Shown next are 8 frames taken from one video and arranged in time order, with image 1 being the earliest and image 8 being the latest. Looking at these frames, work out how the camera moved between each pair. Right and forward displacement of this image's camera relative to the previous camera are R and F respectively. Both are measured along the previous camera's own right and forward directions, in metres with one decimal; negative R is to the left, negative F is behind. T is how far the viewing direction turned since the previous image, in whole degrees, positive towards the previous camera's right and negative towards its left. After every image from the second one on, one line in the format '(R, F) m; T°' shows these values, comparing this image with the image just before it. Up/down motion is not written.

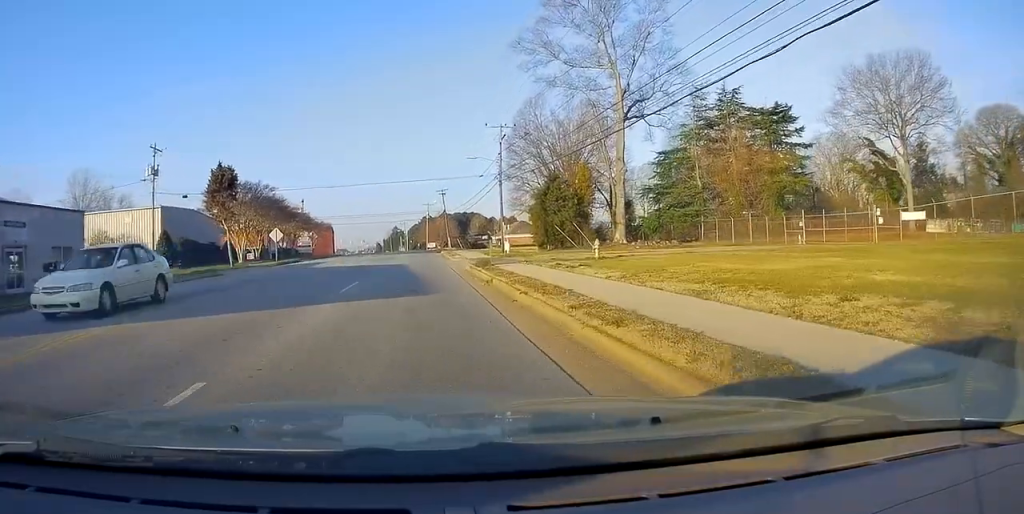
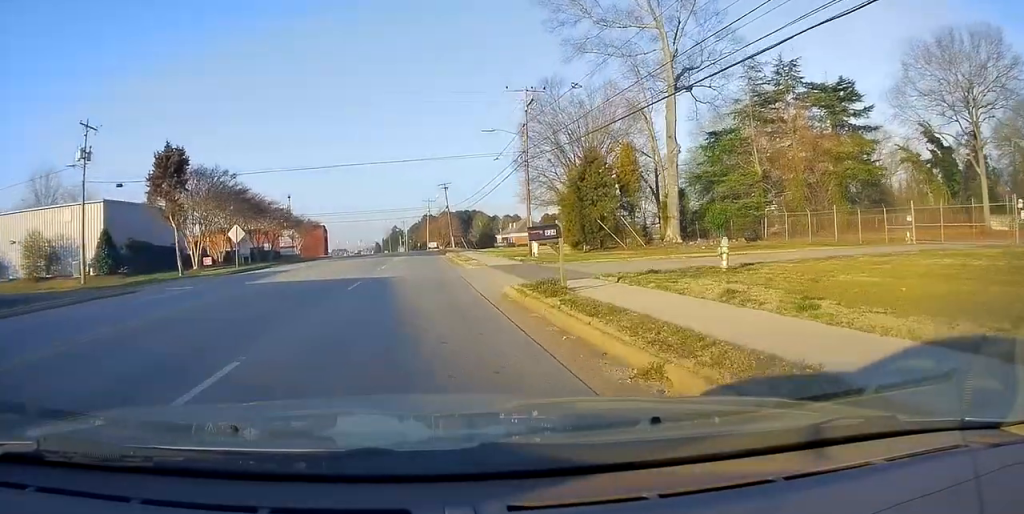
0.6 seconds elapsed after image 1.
(0.0, +11.7) m; +1°
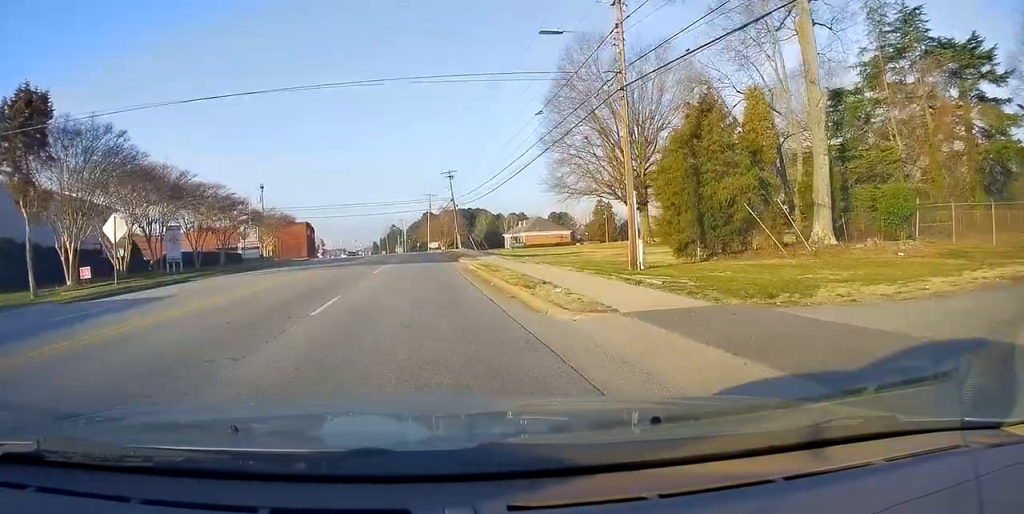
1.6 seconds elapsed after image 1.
(+0.4, +17.5) m; 0°
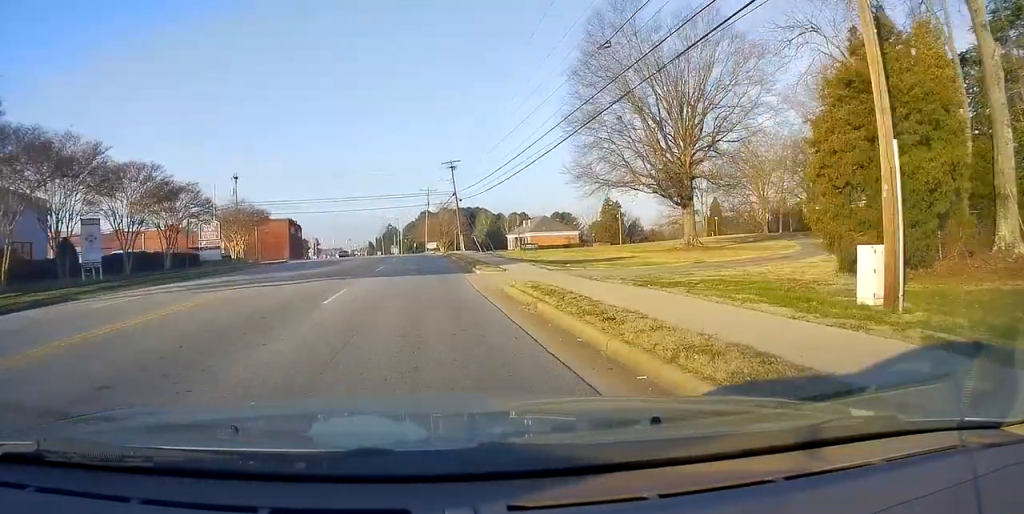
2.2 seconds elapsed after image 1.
(-0.3, +11.3) m; 0°
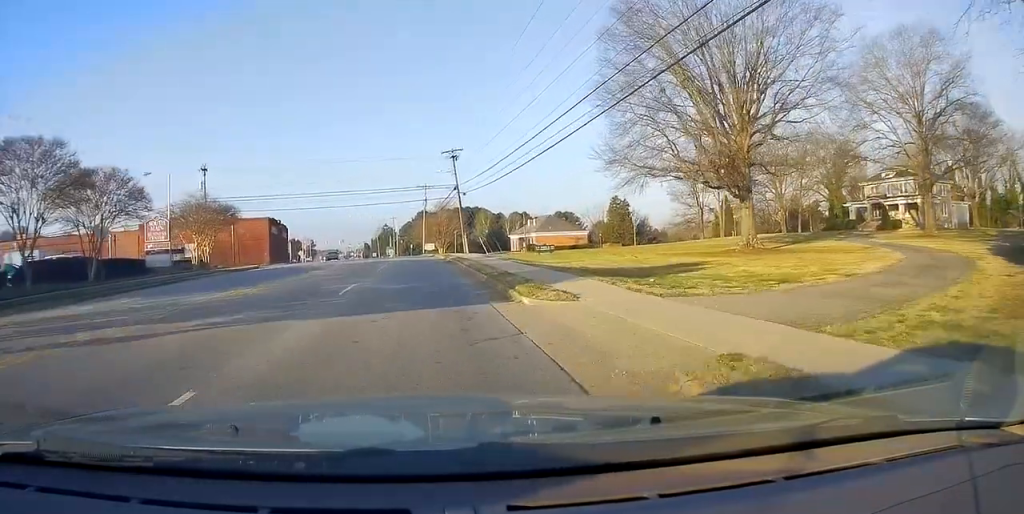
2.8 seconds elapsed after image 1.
(-0.1, +10.1) m; 0°
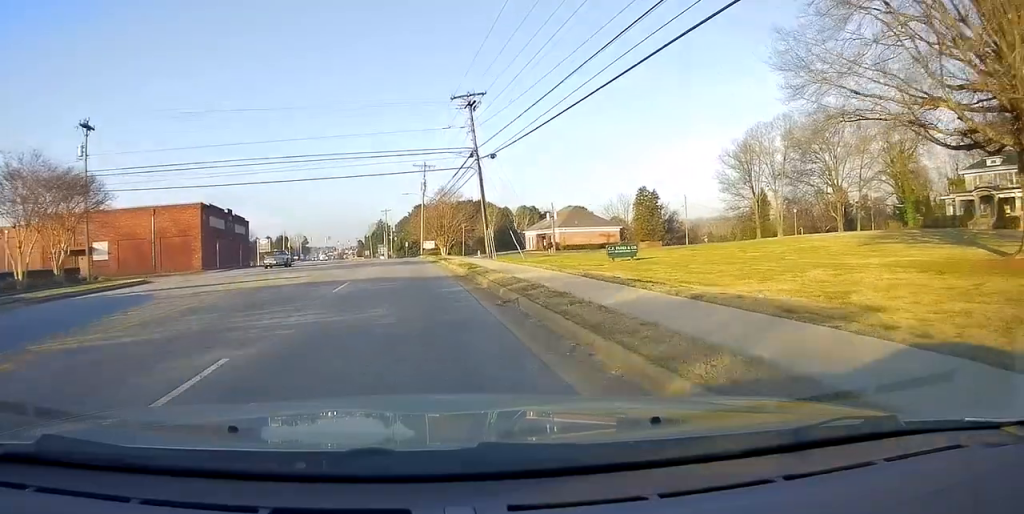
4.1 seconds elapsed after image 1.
(+0.1, +24.0) m; 0°
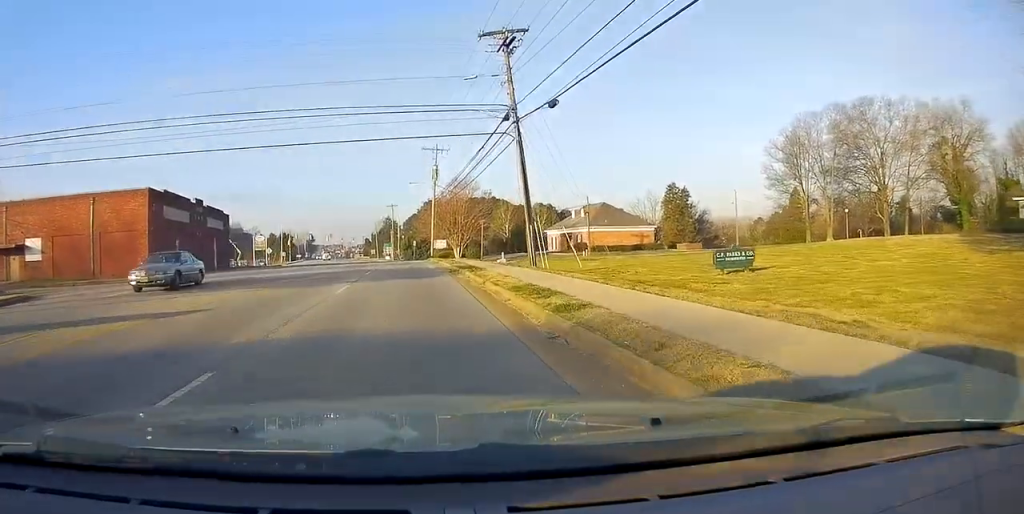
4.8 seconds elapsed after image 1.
(-0.1, +12.8) m; 0°
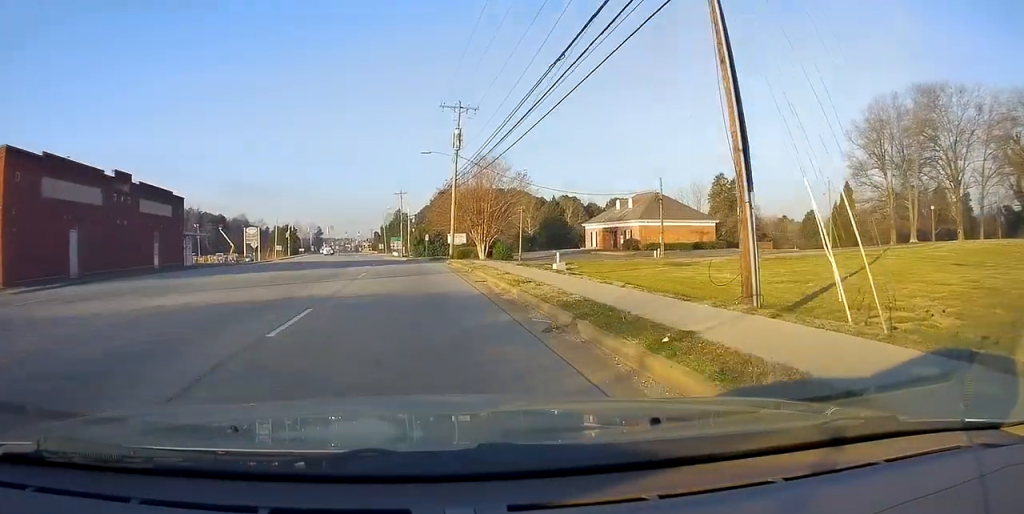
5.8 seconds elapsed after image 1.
(+0.2, +18.0) m; 0°
